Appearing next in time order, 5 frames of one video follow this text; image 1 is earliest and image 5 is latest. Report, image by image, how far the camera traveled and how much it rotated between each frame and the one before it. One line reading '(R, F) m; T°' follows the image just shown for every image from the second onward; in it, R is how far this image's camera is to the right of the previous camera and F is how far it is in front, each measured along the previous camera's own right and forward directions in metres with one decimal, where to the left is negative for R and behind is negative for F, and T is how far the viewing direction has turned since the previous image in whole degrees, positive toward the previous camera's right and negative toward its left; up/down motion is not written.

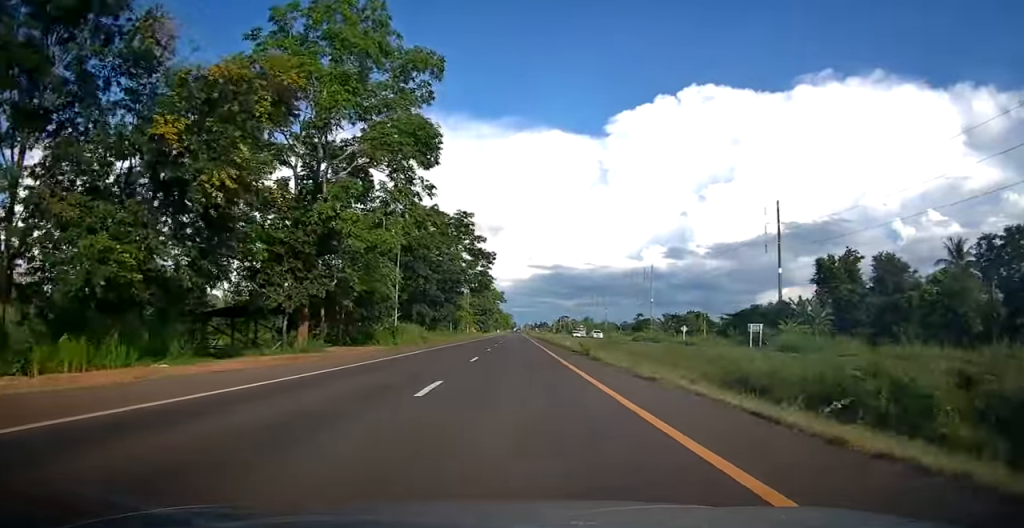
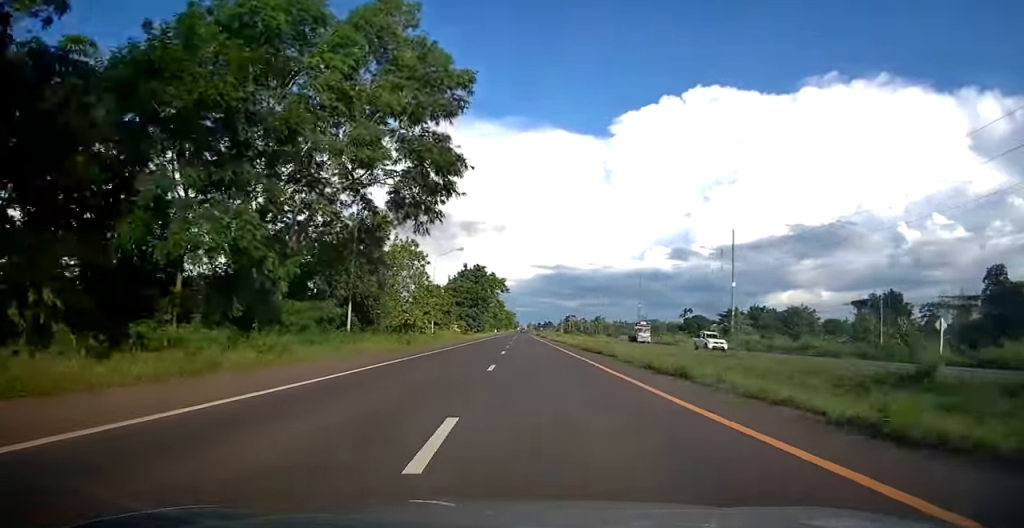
(-0.5, +53.5) m; -1°
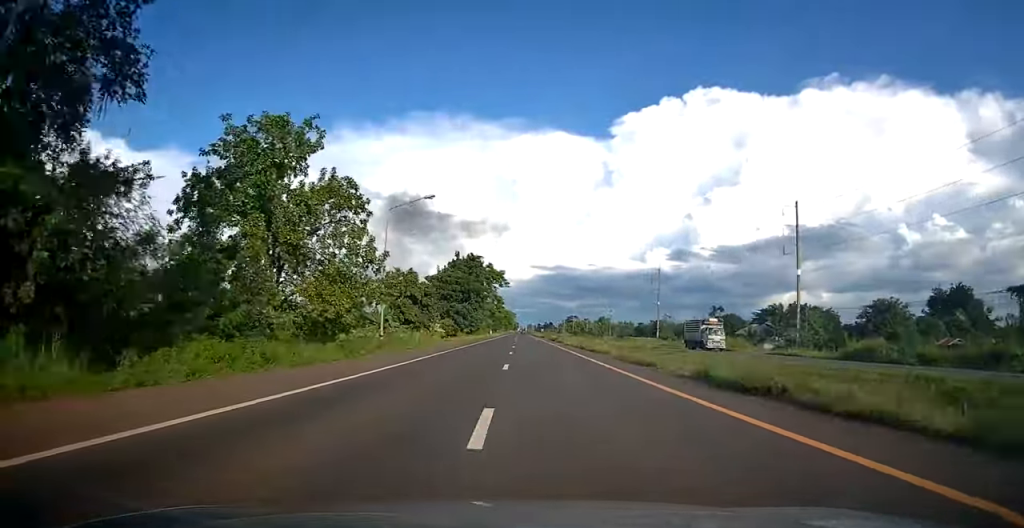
(0.0, +22.9) m; 0°
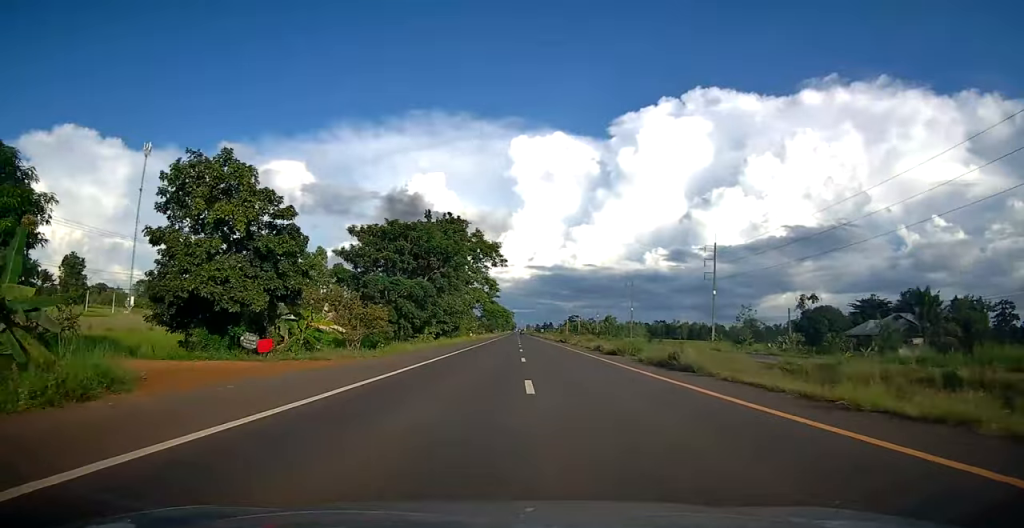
(+0.2, +42.8) m; 0°
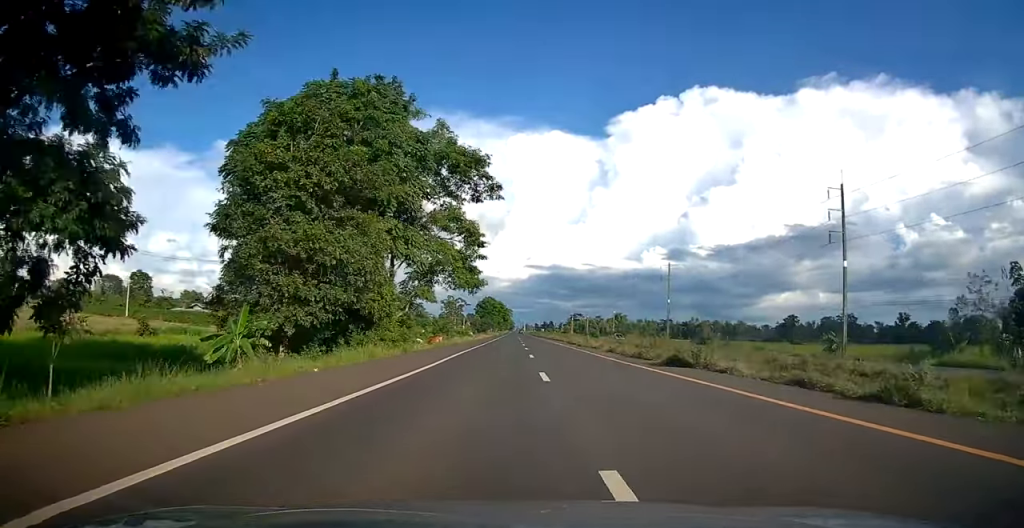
(-0.1, +45.2) m; 0°
